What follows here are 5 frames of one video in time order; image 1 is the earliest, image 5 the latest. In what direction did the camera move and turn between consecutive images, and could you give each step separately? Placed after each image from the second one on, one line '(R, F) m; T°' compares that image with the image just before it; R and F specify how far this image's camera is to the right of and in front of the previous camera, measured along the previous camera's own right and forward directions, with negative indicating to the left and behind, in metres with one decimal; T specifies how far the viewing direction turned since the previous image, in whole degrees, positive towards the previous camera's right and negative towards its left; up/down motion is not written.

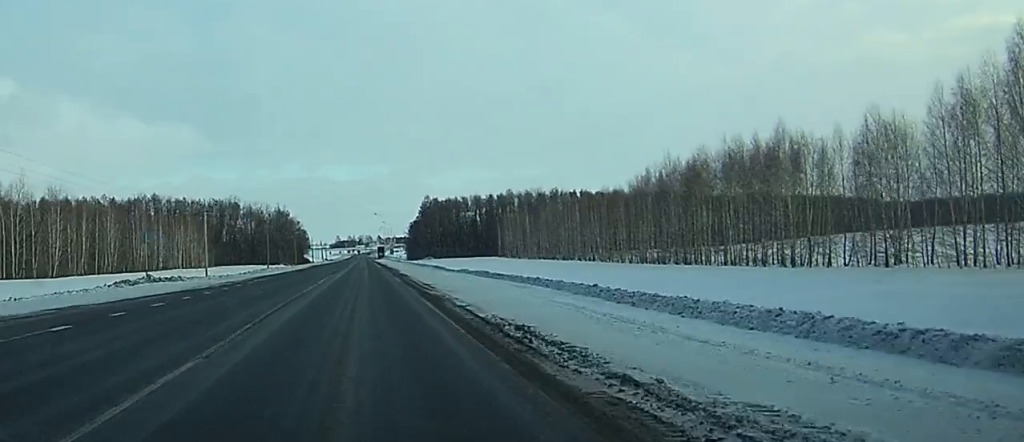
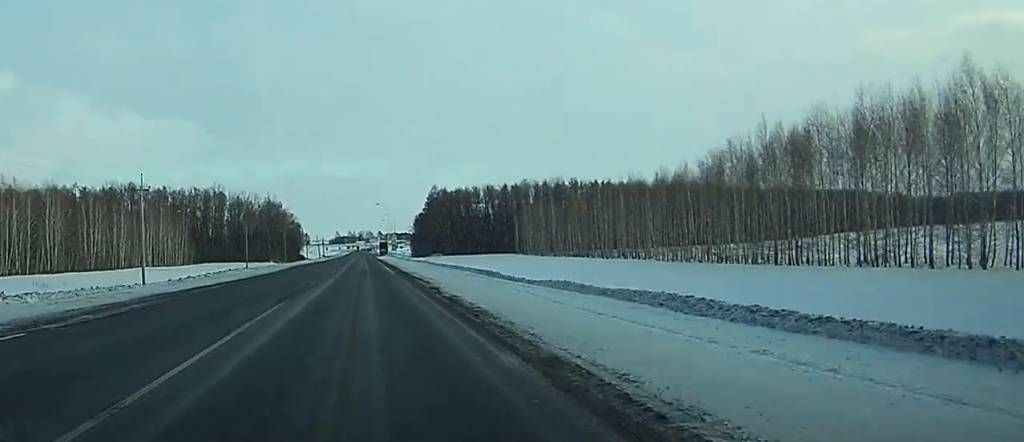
(0.0, +30.8) m; 0°
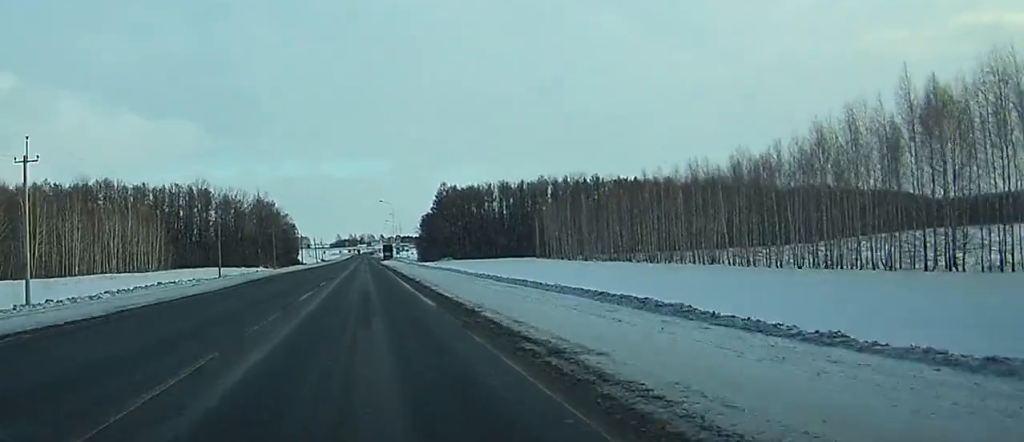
(+0.2, +26.8) m; +1°
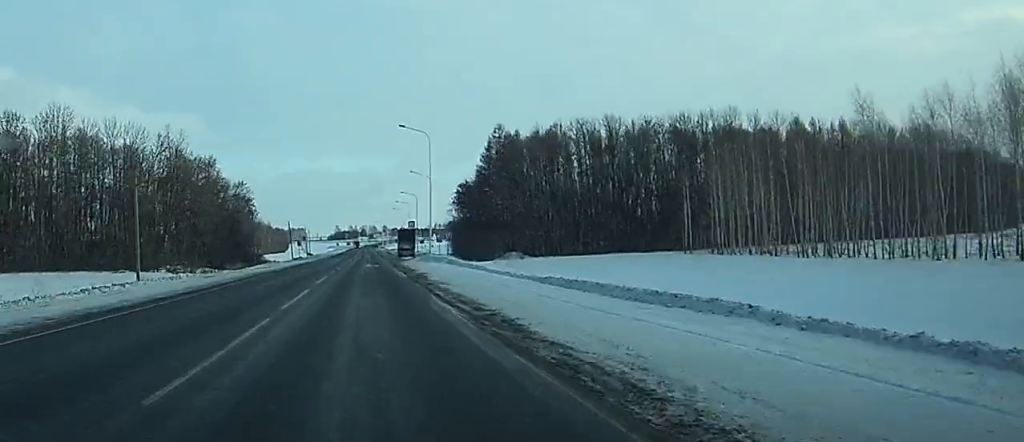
(-0.4, +101.9) m; -1°
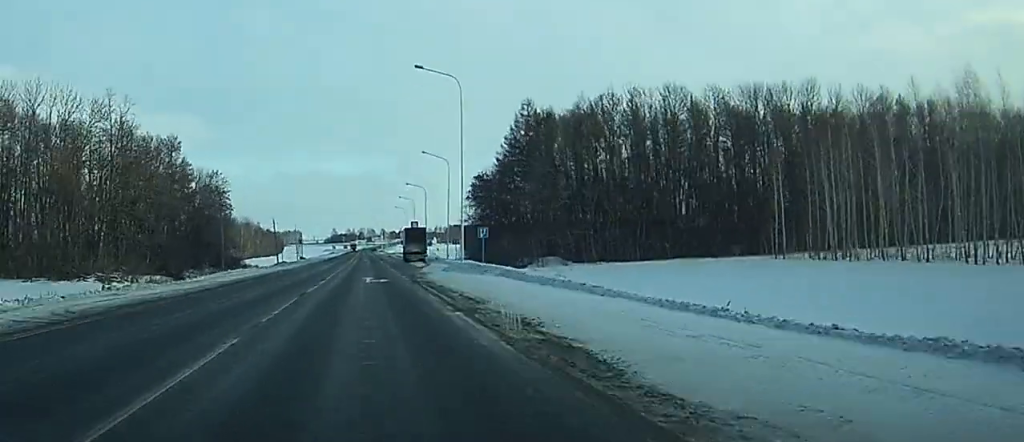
(+0.1, +27.4) m; 0°
